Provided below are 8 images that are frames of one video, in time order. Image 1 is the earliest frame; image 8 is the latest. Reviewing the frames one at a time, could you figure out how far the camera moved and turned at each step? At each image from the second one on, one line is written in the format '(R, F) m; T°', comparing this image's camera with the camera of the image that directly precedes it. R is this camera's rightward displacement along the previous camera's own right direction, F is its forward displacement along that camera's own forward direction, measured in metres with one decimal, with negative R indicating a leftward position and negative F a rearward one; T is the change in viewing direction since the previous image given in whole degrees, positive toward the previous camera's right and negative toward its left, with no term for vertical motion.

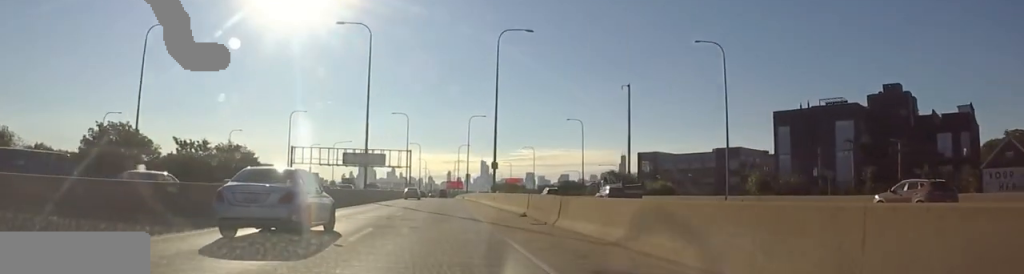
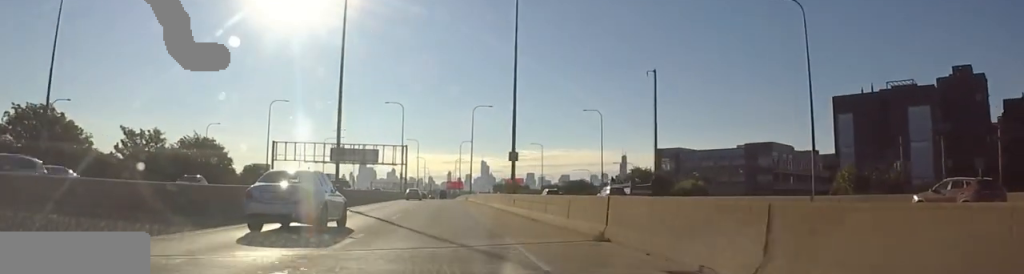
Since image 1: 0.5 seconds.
(+0.2, +13.5) m; -1°
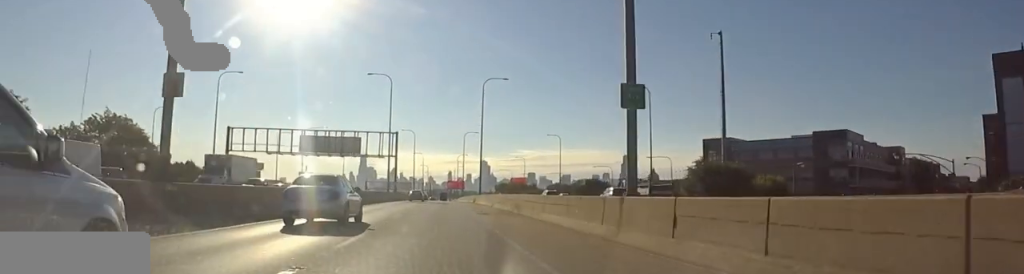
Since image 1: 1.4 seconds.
(-0.6, +22.9) m; +1°
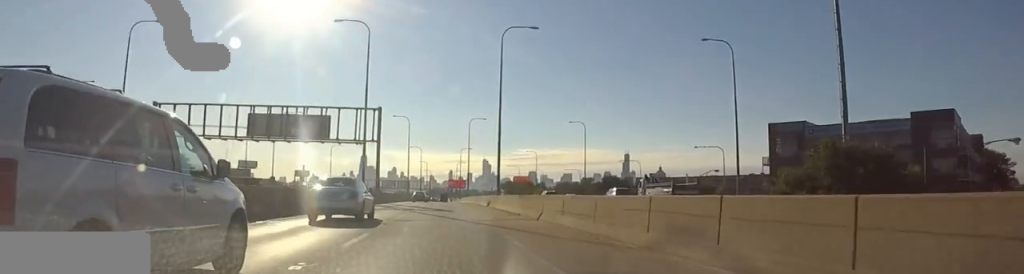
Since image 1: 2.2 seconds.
(+0.7, +23.3) m; +2°
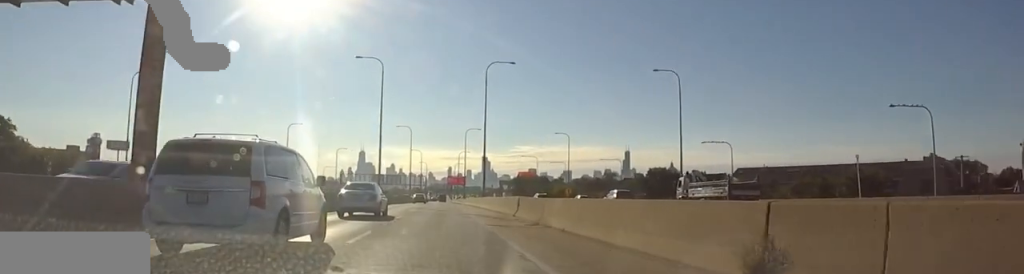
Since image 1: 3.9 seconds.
(-0.1, +48.8) m; -1°
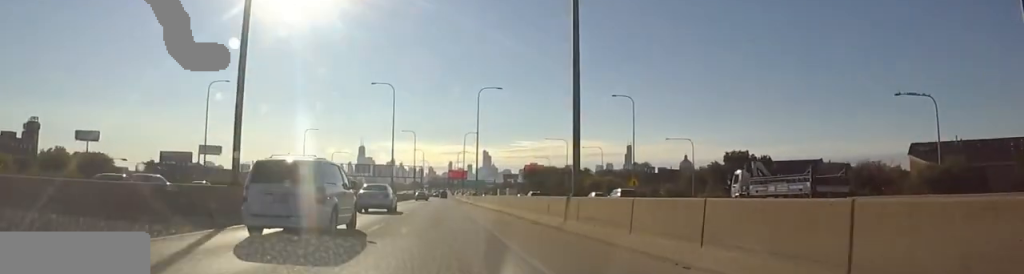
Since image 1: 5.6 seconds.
(+0.5, +46.7) m; -1°
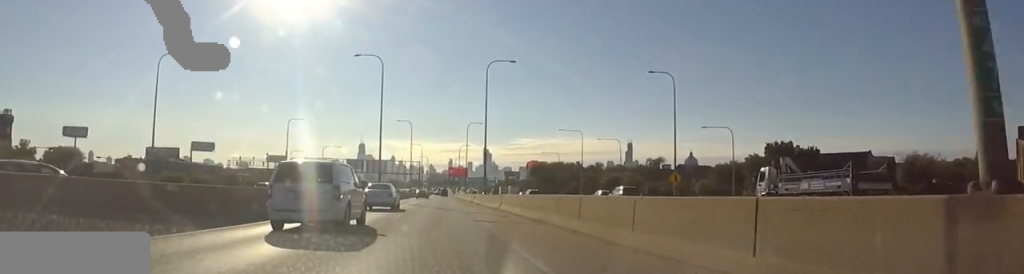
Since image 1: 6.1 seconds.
(-0.9, +16.0) m; -1°
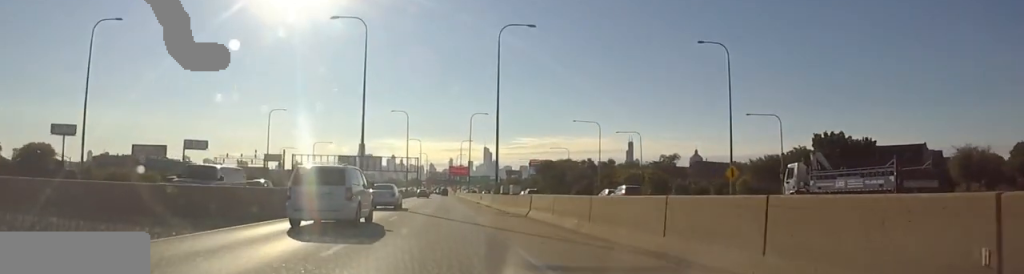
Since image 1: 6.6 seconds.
(-0.3, +14.3) m; 0°
